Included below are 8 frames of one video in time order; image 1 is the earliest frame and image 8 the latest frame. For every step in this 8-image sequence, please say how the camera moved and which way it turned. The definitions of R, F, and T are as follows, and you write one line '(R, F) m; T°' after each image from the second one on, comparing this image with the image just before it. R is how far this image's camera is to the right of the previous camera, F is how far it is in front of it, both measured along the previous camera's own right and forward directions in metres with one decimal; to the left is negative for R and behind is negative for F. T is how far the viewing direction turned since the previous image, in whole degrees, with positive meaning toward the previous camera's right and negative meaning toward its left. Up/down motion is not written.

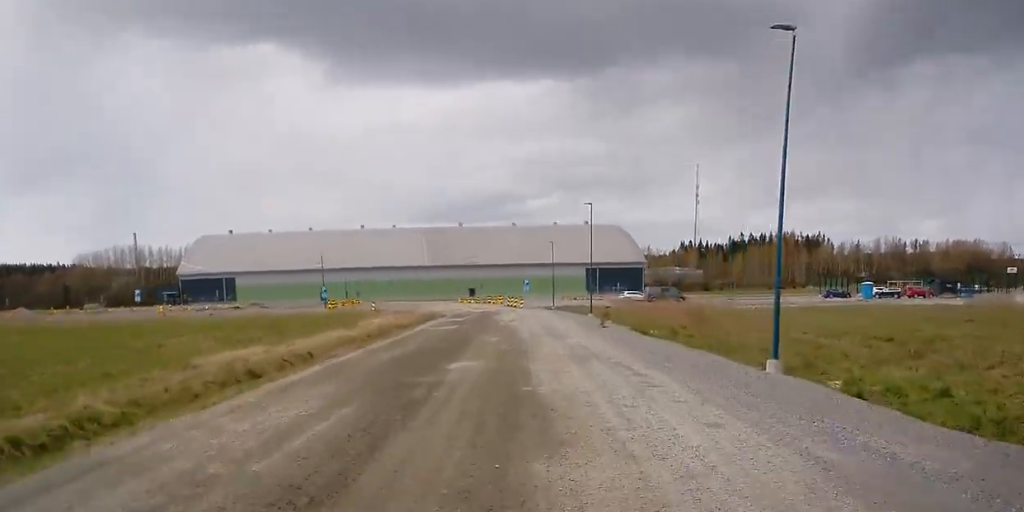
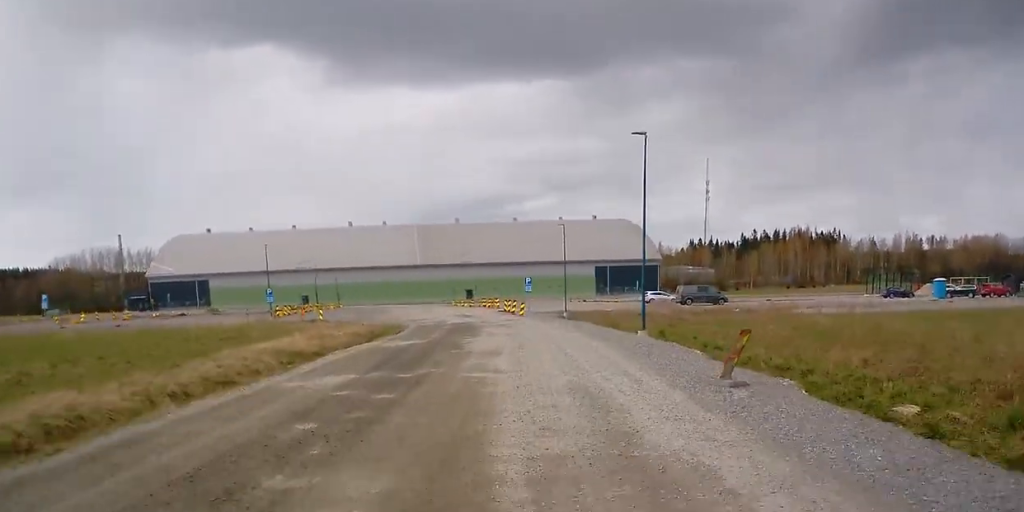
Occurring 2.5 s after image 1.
(0.0, +20.3) m; 0°
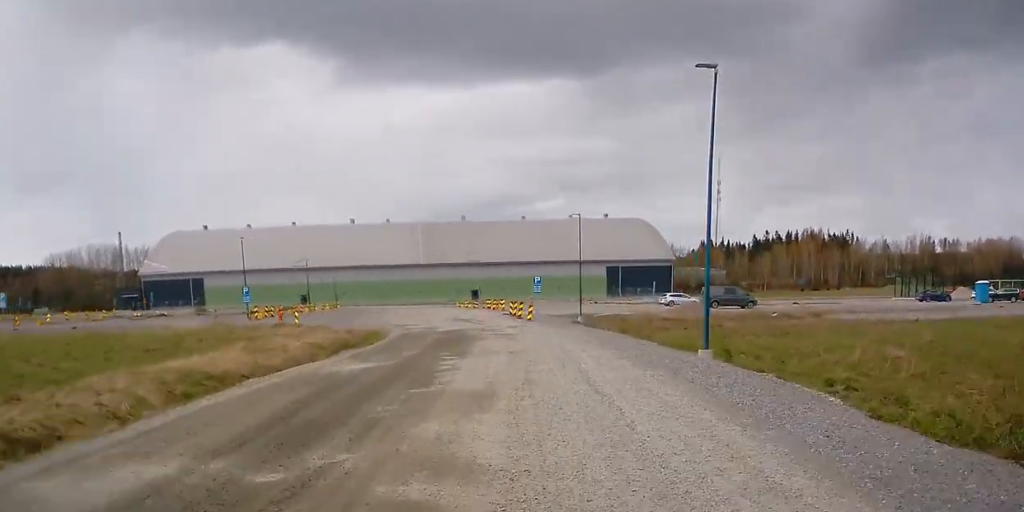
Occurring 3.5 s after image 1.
(0.0, +7.8) m; -1°
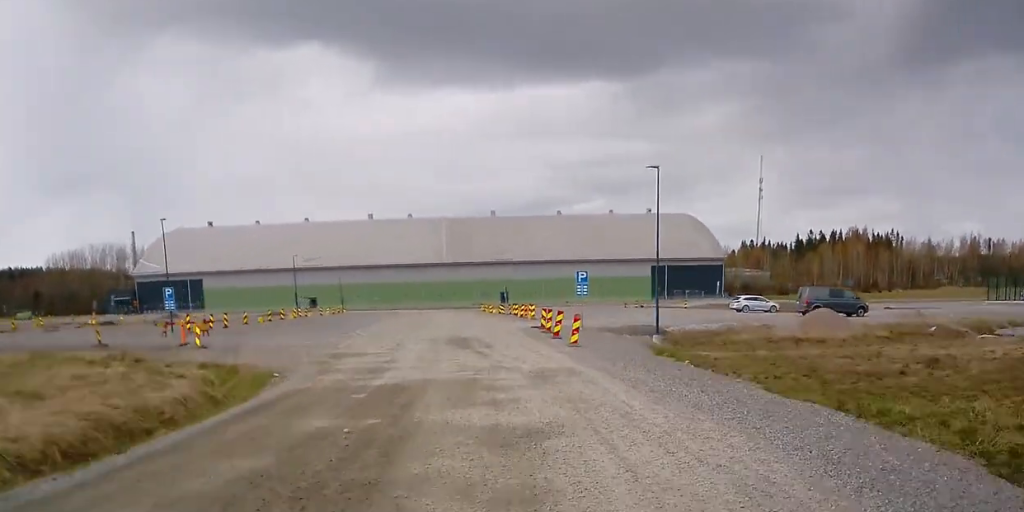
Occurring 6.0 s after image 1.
(-0.3, +18.0) m; -3°
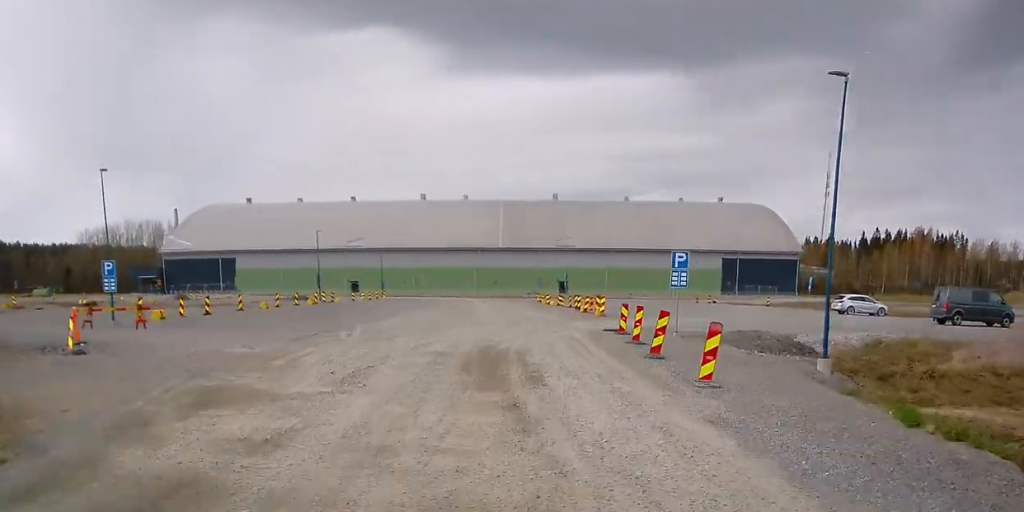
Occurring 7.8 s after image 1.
(-0.3, +11.8) m; -3°
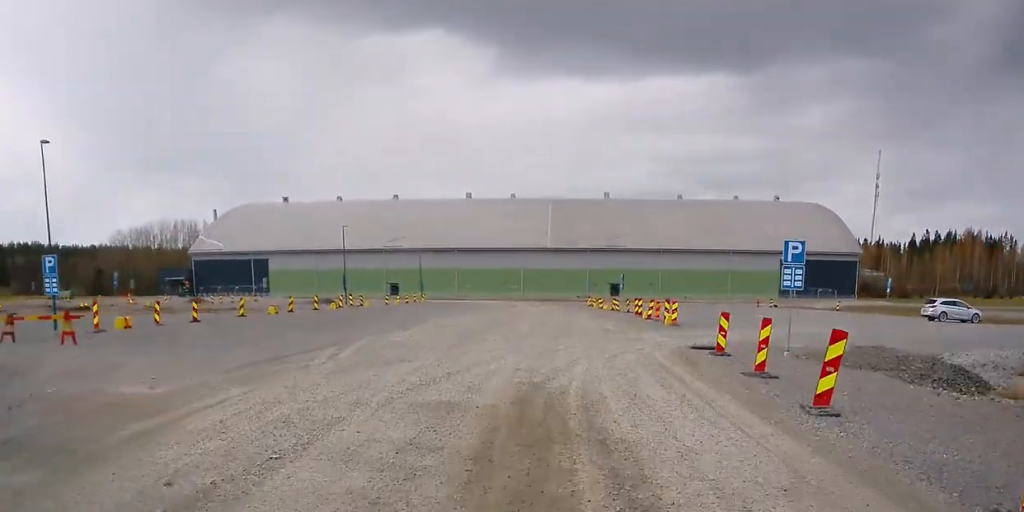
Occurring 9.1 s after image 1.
(-0.2, +8.1) m; -2°
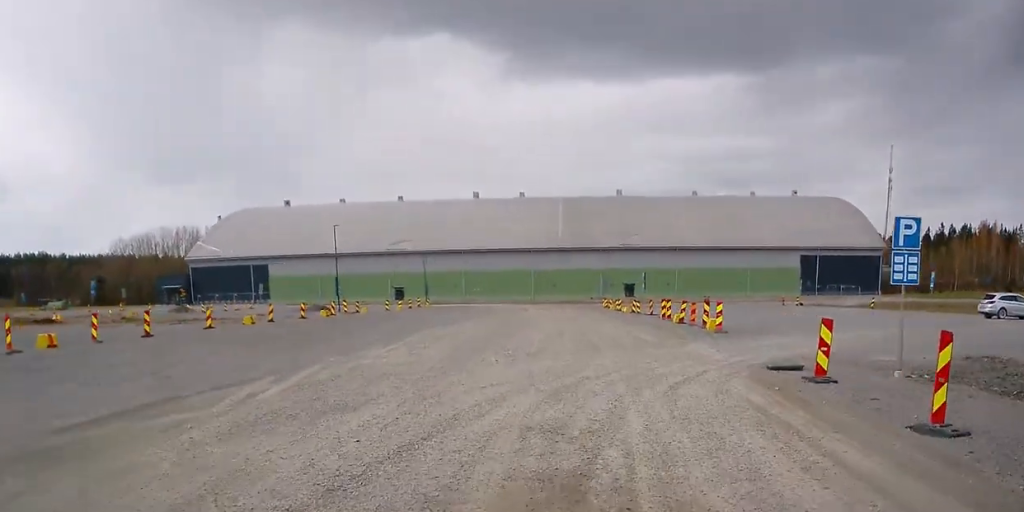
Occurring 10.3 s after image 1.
(-0.1, +6.8) m; 0°
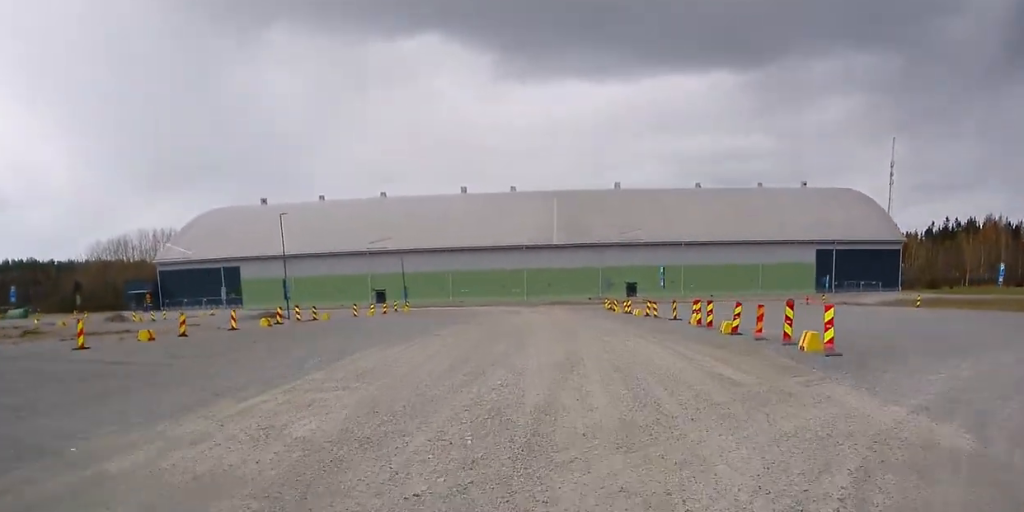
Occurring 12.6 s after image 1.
(0.0, +13.0) m; 0°
